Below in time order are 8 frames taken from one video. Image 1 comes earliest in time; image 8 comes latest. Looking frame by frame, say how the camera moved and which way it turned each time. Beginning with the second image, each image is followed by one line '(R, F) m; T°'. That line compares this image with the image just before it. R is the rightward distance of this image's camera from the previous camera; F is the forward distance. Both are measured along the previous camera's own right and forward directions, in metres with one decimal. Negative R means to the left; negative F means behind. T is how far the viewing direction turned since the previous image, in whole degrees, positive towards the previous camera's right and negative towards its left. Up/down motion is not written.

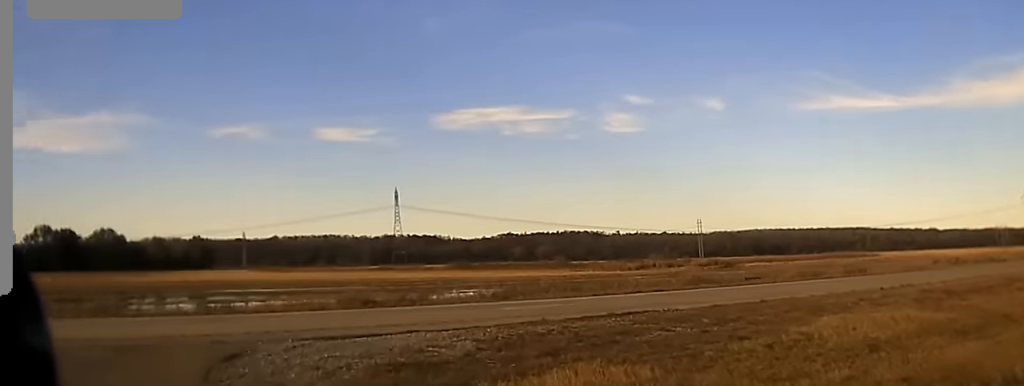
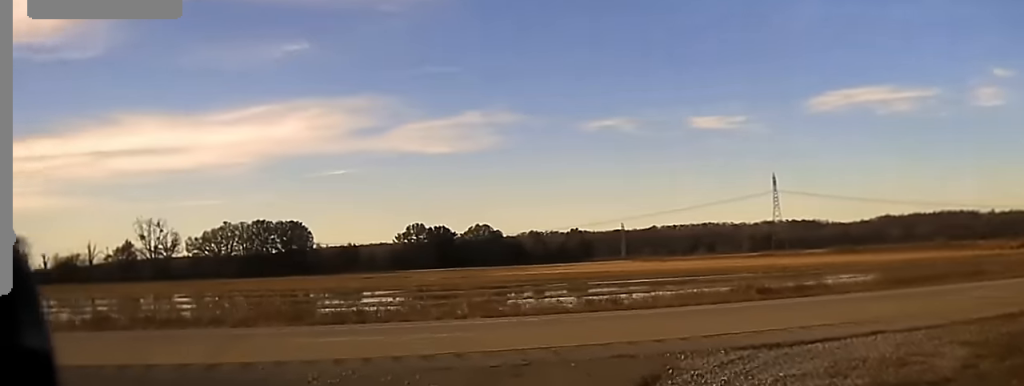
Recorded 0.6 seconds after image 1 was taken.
(-1.0, +3.2) m; -24°
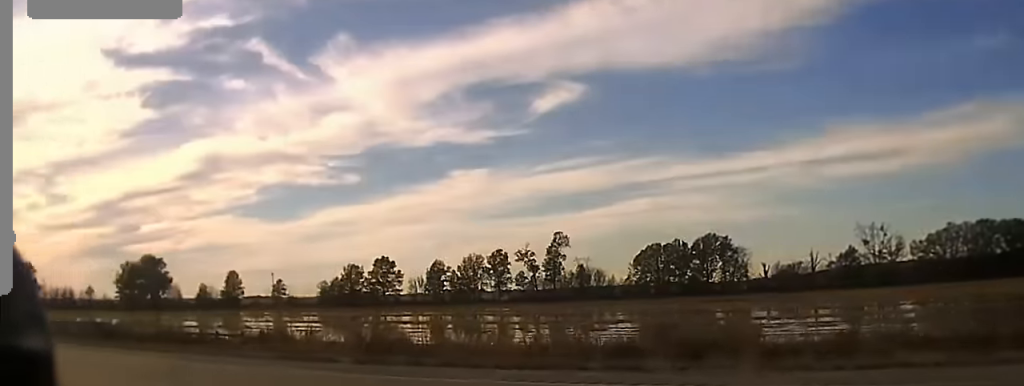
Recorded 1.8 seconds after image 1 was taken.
(-2.5, +6.2) m; -42°
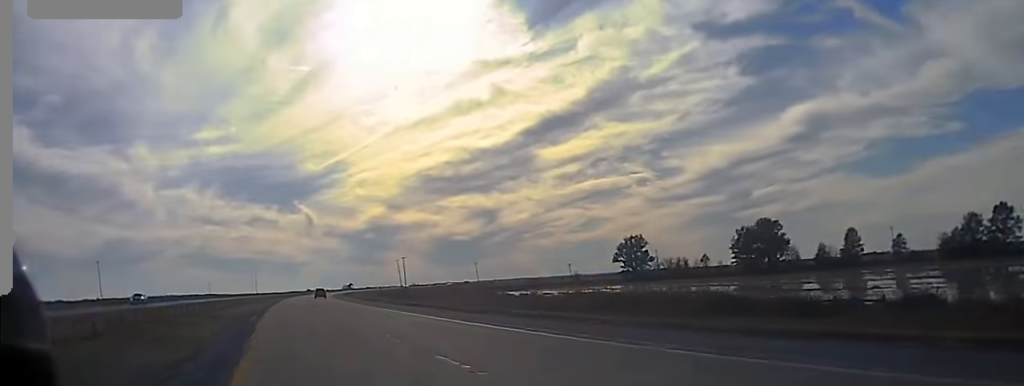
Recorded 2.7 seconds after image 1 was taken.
(-1.8, +6.8) m; -18°
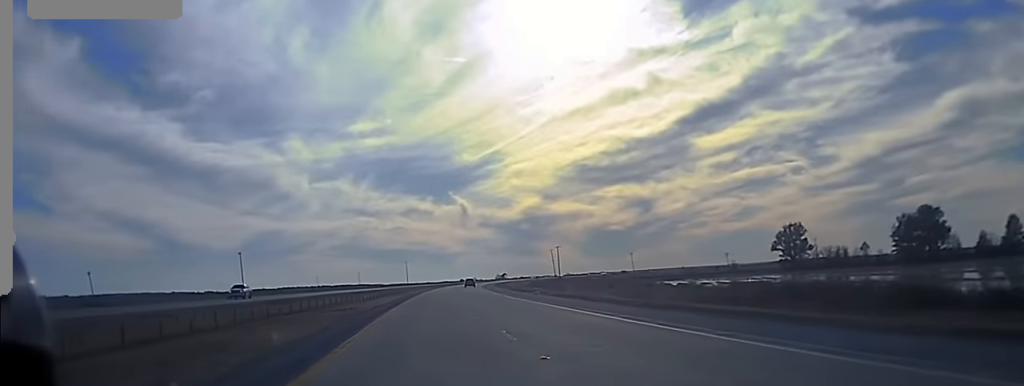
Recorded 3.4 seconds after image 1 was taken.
(-0.5, +6.5) m; -7°
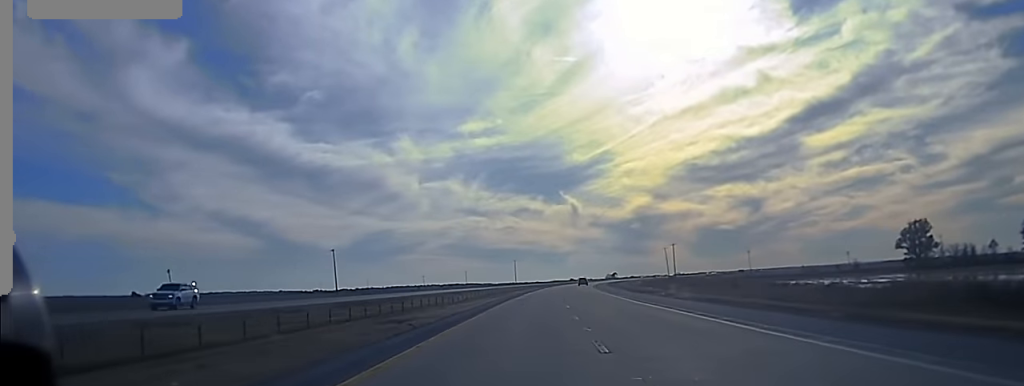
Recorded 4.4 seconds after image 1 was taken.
(-0.7, +13.8) m; -7°
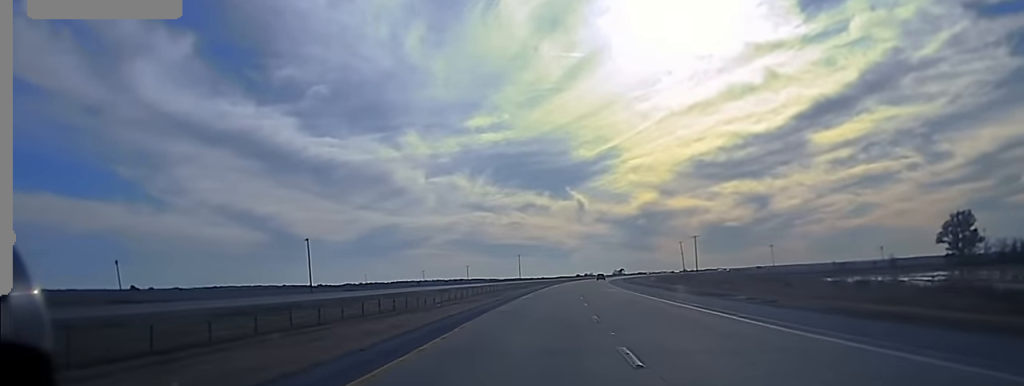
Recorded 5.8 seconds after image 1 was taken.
(-1.5, +27.2) m; -3°
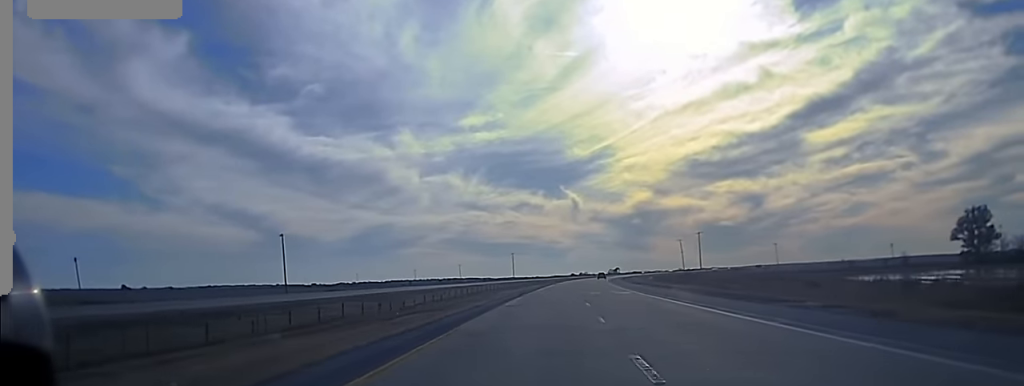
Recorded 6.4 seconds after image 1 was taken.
(0.0, +13.1) m; +1°
